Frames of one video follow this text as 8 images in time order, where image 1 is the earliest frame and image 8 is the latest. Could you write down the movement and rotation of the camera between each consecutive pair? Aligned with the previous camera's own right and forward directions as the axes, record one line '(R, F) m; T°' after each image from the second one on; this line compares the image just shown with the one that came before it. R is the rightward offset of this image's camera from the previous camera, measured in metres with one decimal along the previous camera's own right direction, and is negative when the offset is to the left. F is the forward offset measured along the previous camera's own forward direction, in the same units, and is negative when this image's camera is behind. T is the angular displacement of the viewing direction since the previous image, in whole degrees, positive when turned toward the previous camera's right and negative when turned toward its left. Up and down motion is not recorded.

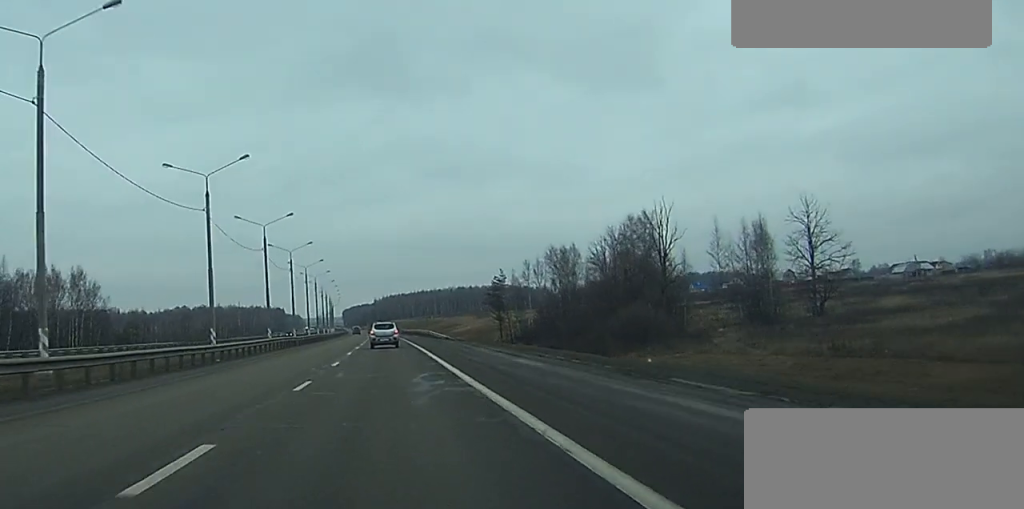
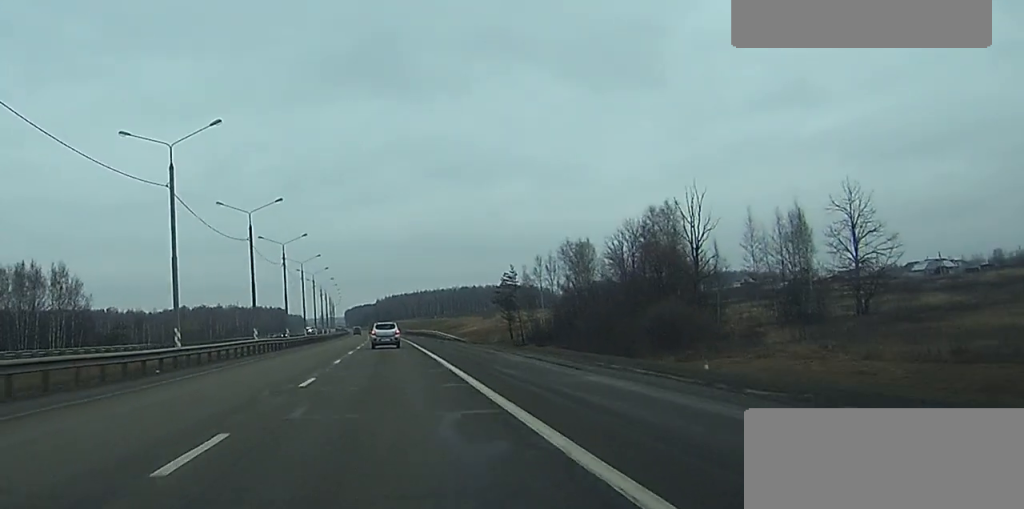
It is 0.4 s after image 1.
(-0.2, +11.0) m; 0°
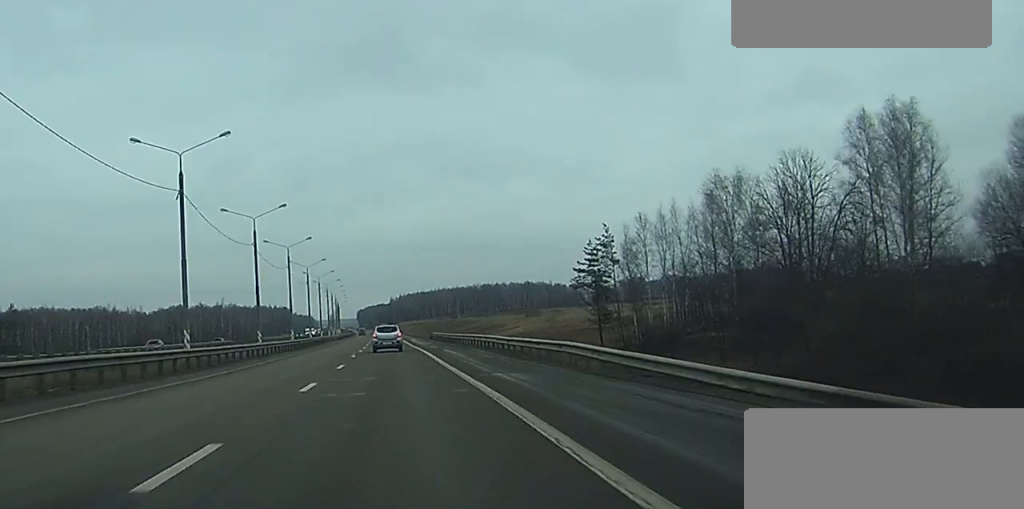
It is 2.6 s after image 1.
(-0.3, +61.2) m; -1°
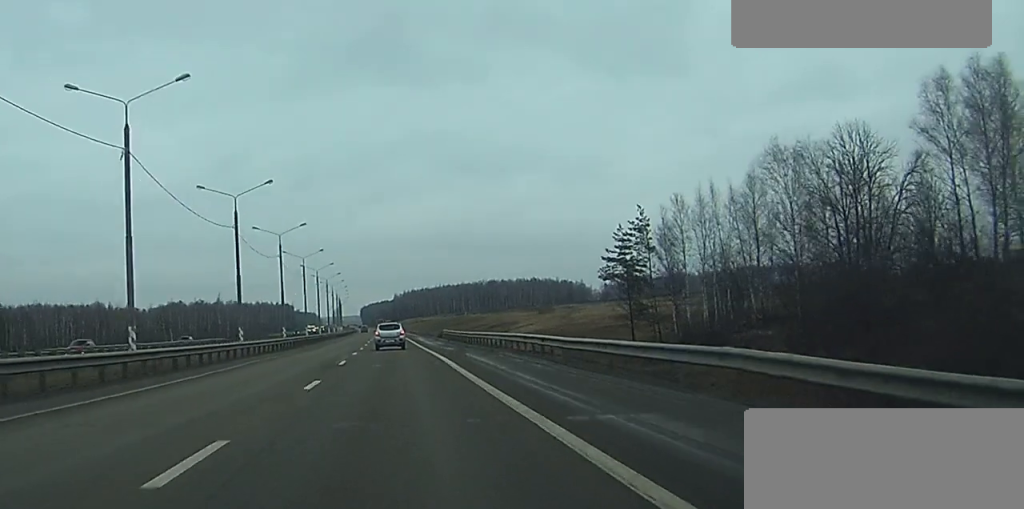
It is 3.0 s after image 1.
(0.0, +12.2) m; 0°
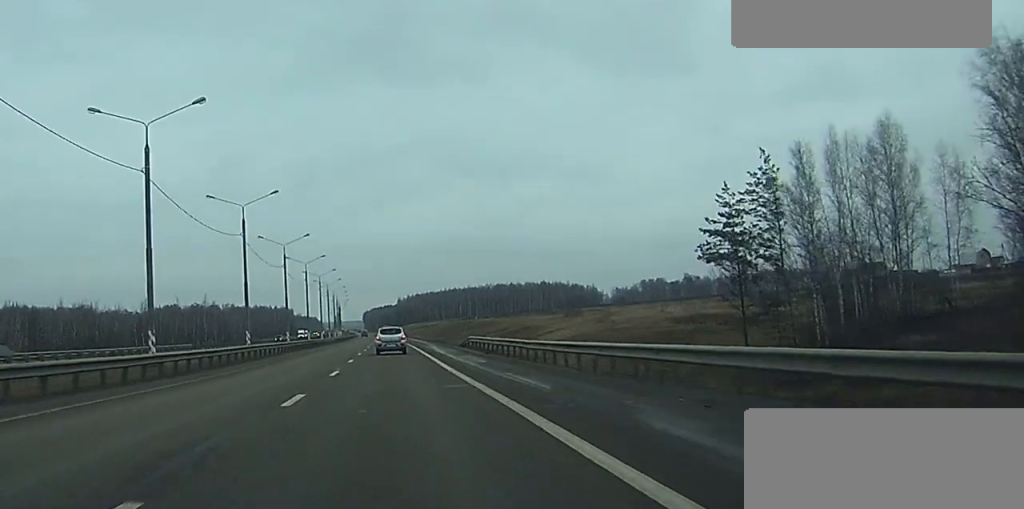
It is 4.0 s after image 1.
(0.0, +28.1) m; 0°
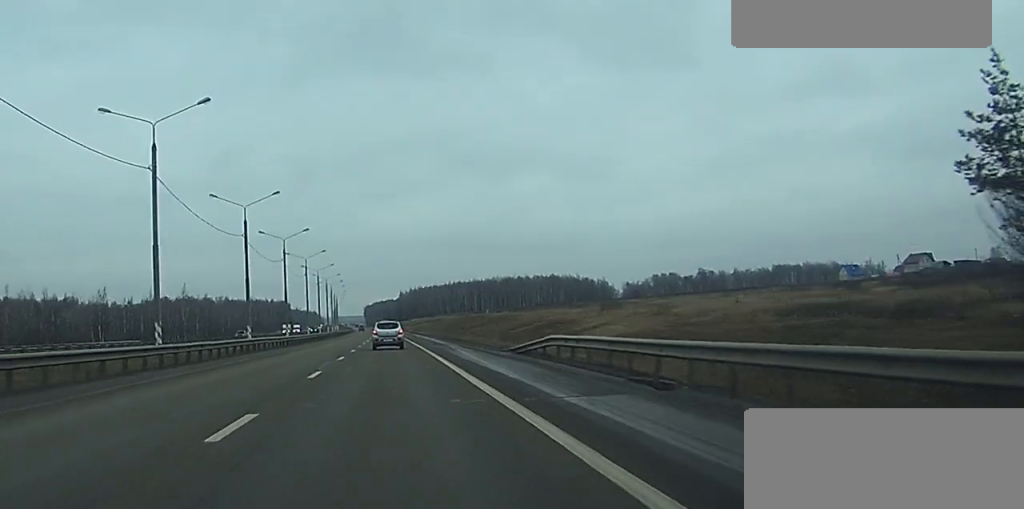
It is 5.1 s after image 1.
(-0.1, +30.0) m; 0°
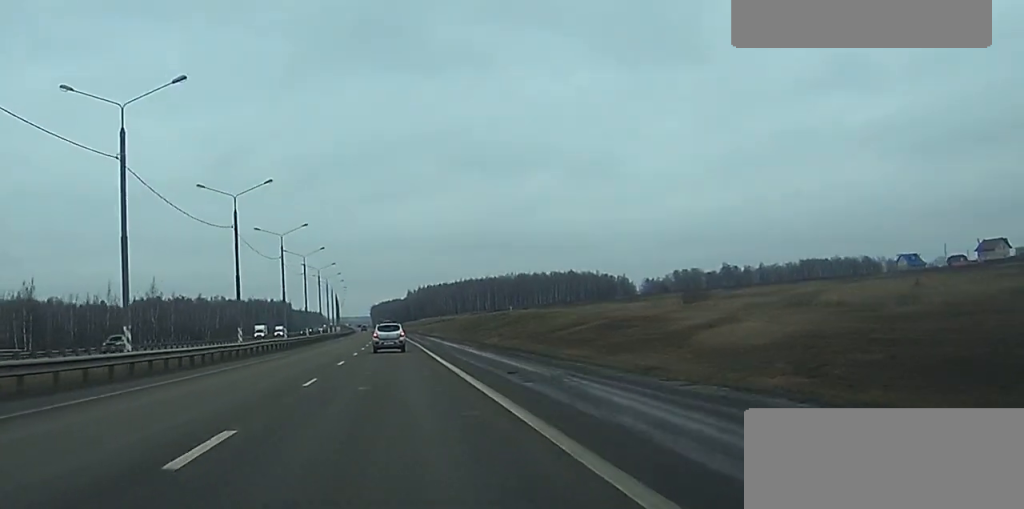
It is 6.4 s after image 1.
(-0.2, +37.6) m; 0°
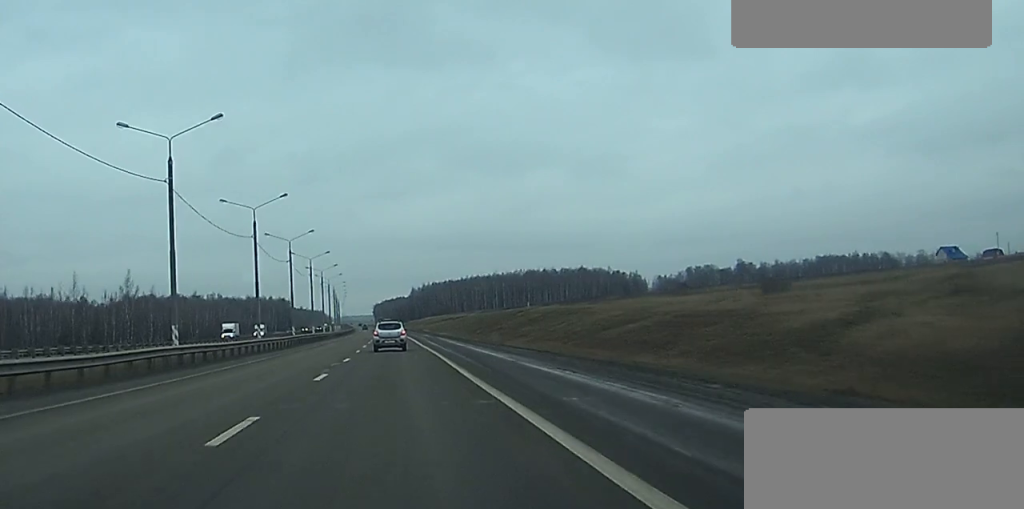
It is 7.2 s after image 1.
(0.0, +22.6) m; 0°
